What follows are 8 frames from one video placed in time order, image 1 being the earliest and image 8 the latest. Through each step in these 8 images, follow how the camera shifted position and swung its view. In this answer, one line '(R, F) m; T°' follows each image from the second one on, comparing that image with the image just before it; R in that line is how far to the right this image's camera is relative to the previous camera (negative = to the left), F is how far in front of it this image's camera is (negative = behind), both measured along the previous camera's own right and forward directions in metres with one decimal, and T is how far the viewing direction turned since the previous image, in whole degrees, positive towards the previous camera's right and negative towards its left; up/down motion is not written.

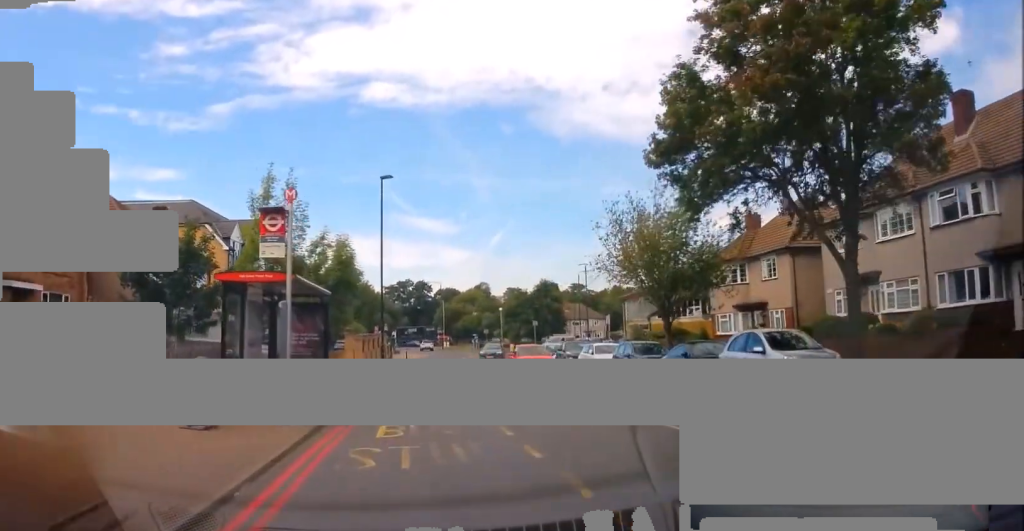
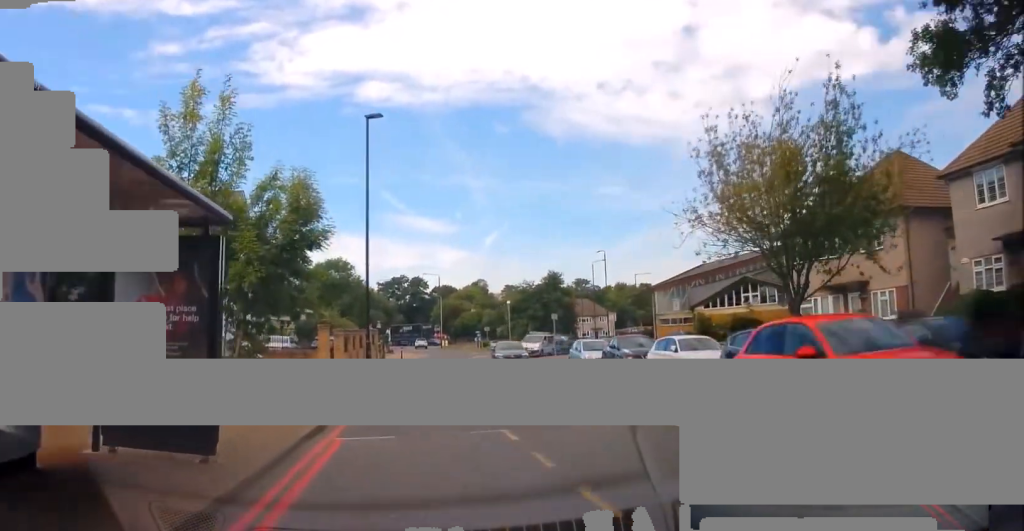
(0.0, +9.3) m; +1°
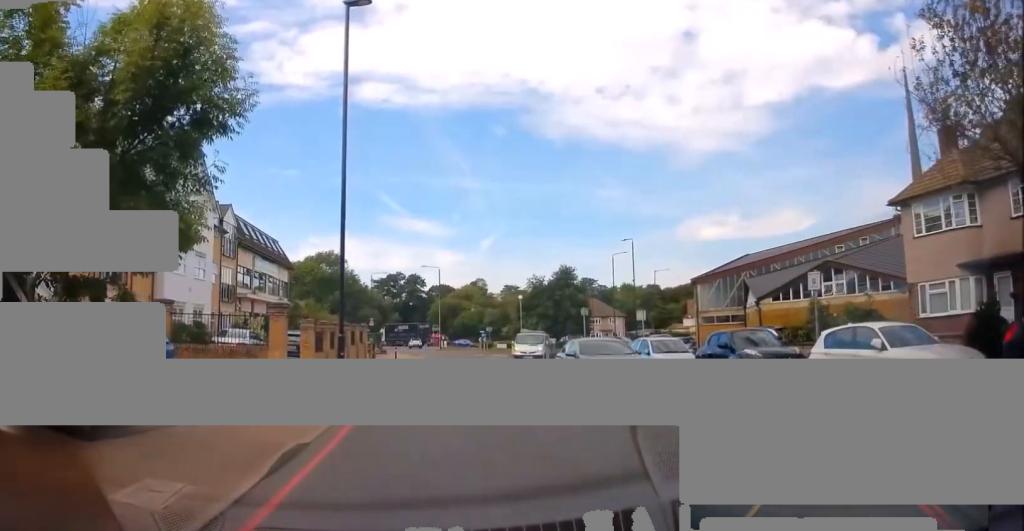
(+0.3, +9.6) m; +2°
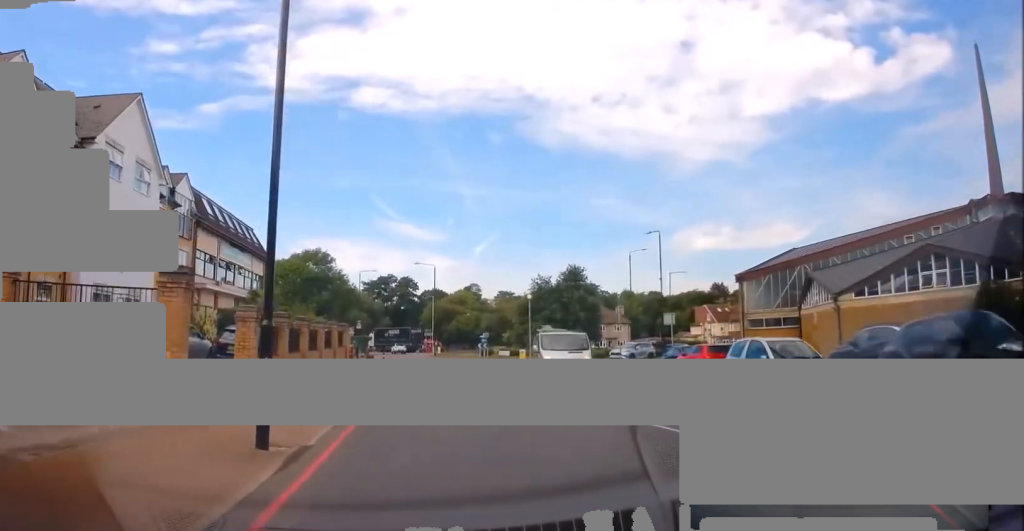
(+0.1, +8.1) m; -1°
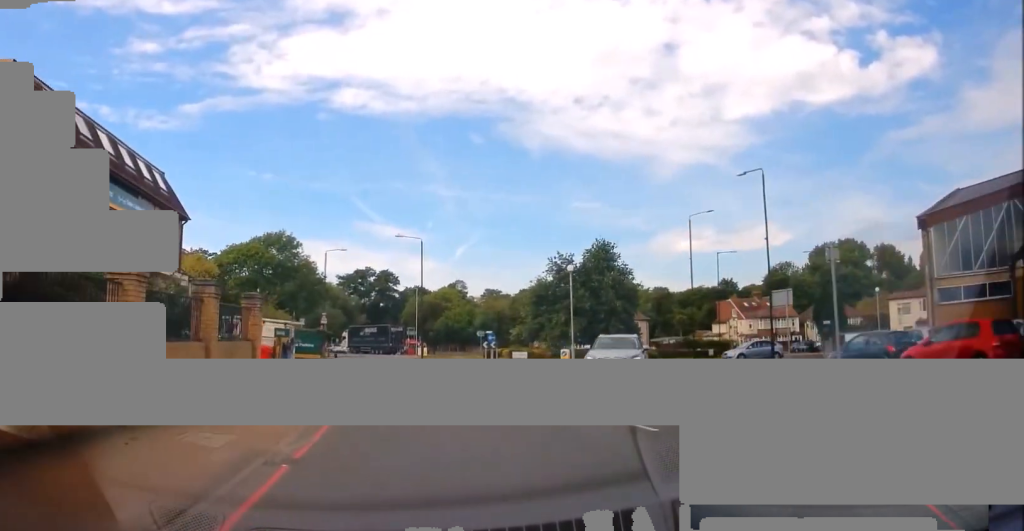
(0.0, +19.1) m; +3°
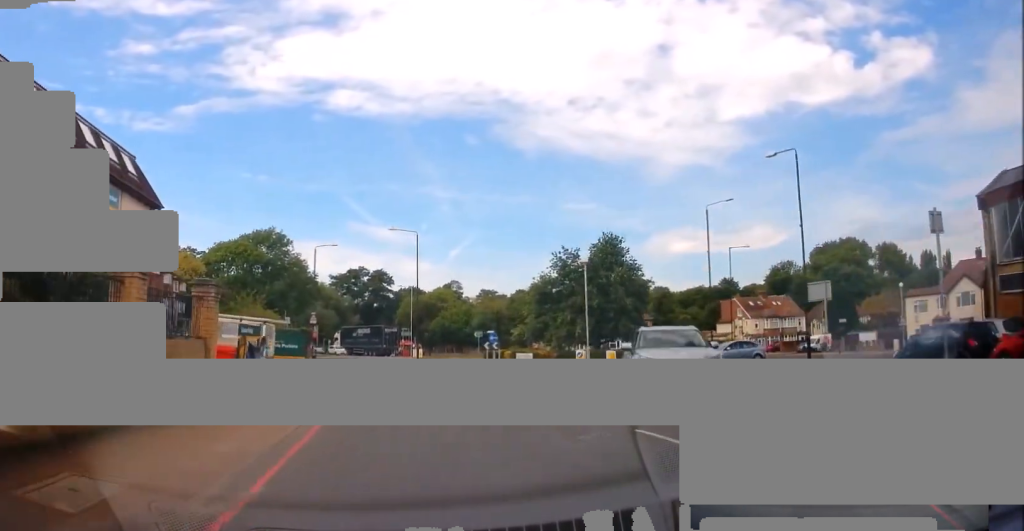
(+0.1, +4.1) m; 0°
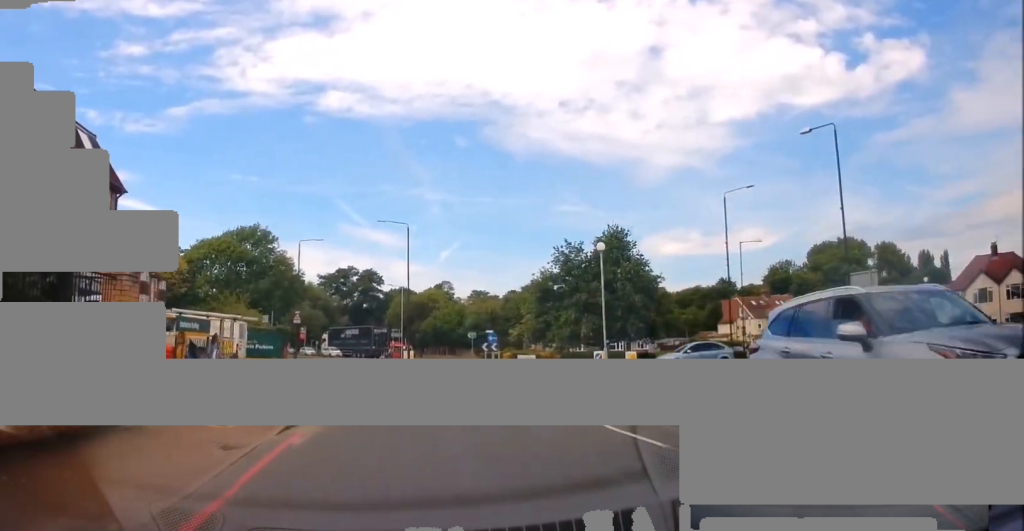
(-0.2, +4.1) m; -2°
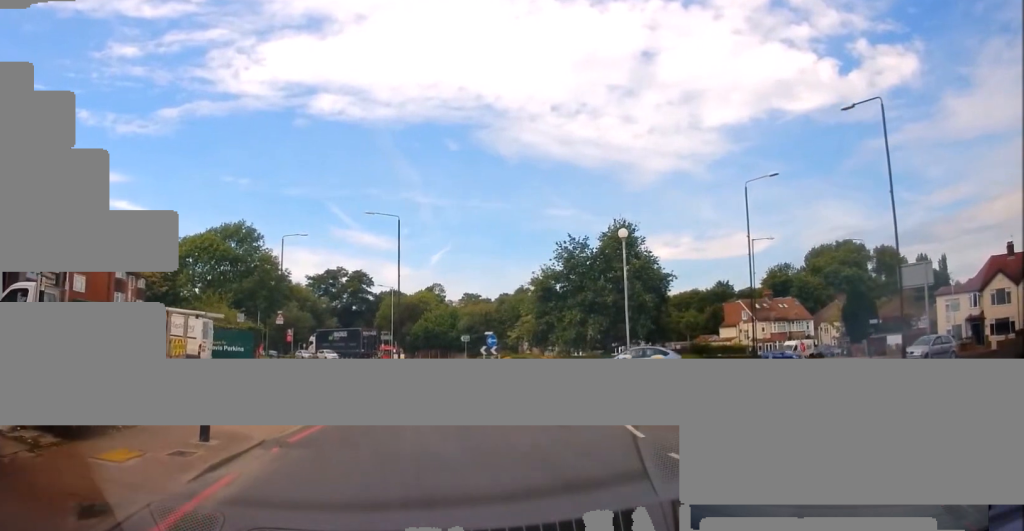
(0.0, +4.0) m; 0°
